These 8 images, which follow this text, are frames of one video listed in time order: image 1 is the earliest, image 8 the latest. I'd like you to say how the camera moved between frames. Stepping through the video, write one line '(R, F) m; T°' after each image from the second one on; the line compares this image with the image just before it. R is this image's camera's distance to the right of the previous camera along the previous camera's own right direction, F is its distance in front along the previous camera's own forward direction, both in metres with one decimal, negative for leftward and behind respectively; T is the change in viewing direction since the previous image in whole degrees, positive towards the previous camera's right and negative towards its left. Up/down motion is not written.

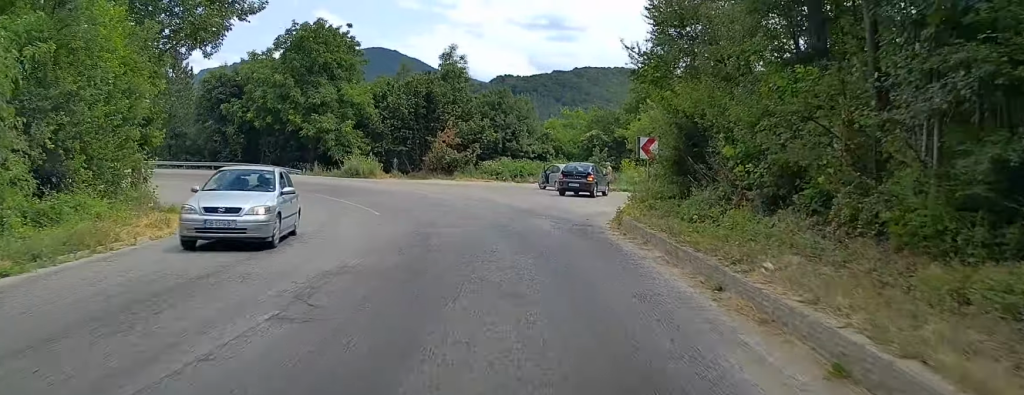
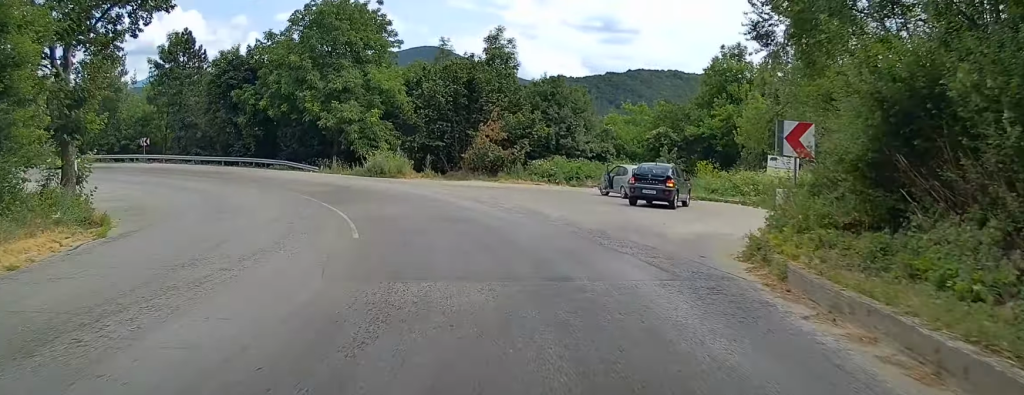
(-0.6, +8.8) m; -5°
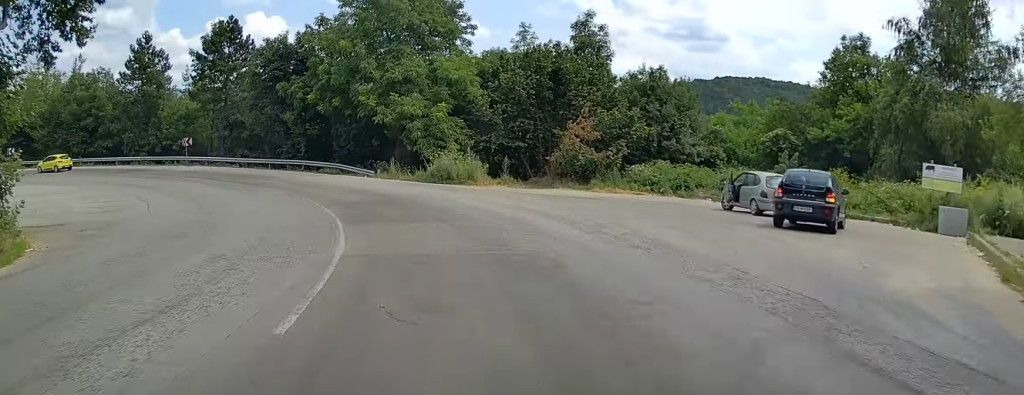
(-0.6, +8.4) m; -5°
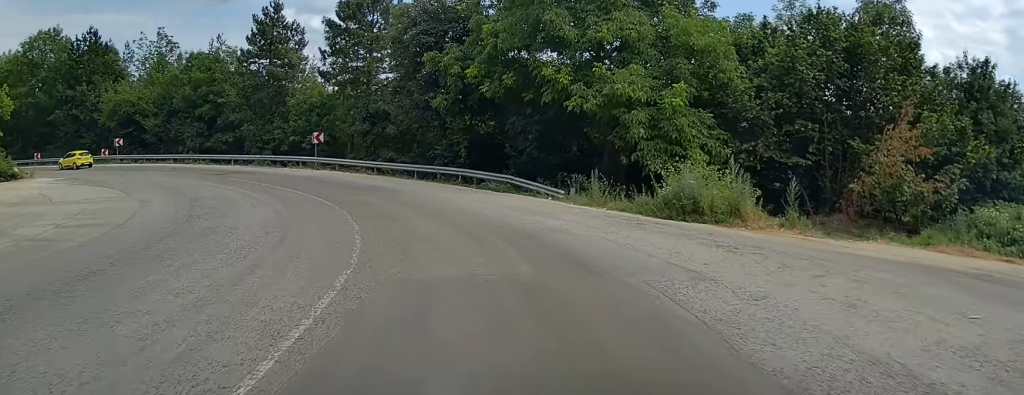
(-1.3, +16.3) m; -14°
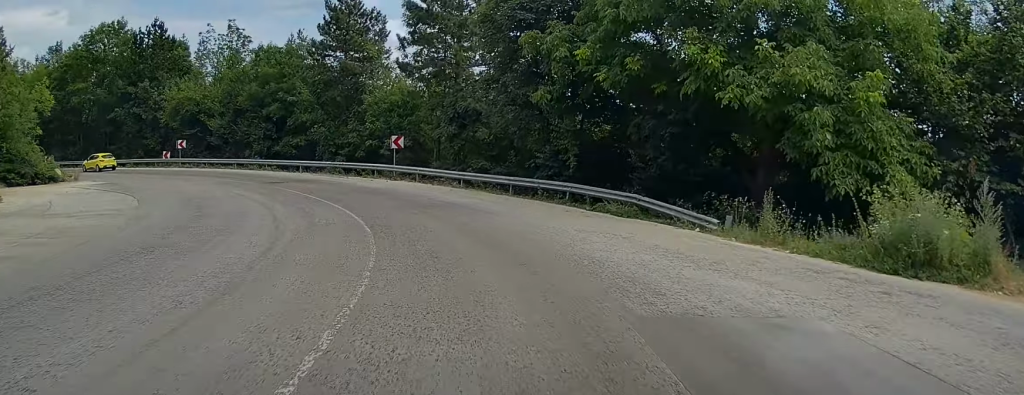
(-0.7, +7.2) m; -10°
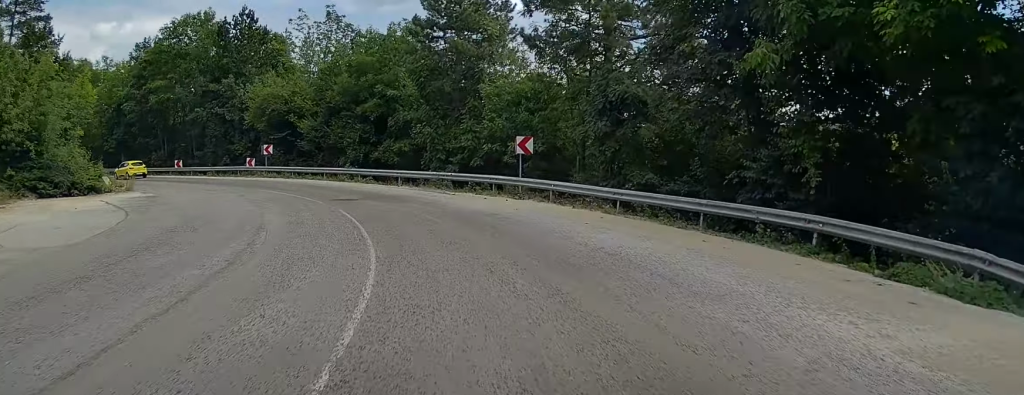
(-1.4, +10.1) m; -14°
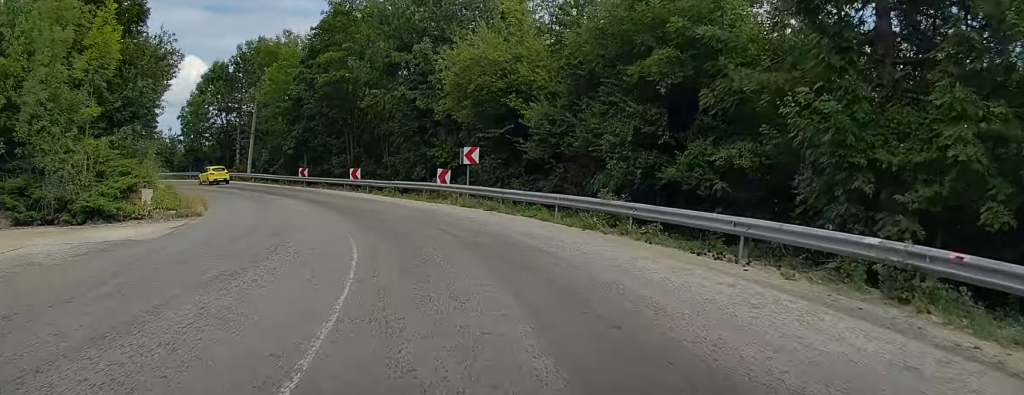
(-4.5, +20.2) m; -23°
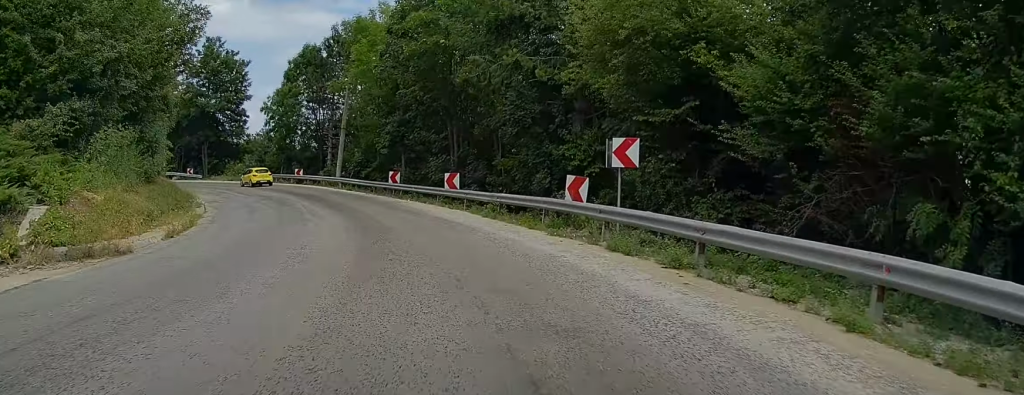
(-1.1, +11.1) m; -11°
